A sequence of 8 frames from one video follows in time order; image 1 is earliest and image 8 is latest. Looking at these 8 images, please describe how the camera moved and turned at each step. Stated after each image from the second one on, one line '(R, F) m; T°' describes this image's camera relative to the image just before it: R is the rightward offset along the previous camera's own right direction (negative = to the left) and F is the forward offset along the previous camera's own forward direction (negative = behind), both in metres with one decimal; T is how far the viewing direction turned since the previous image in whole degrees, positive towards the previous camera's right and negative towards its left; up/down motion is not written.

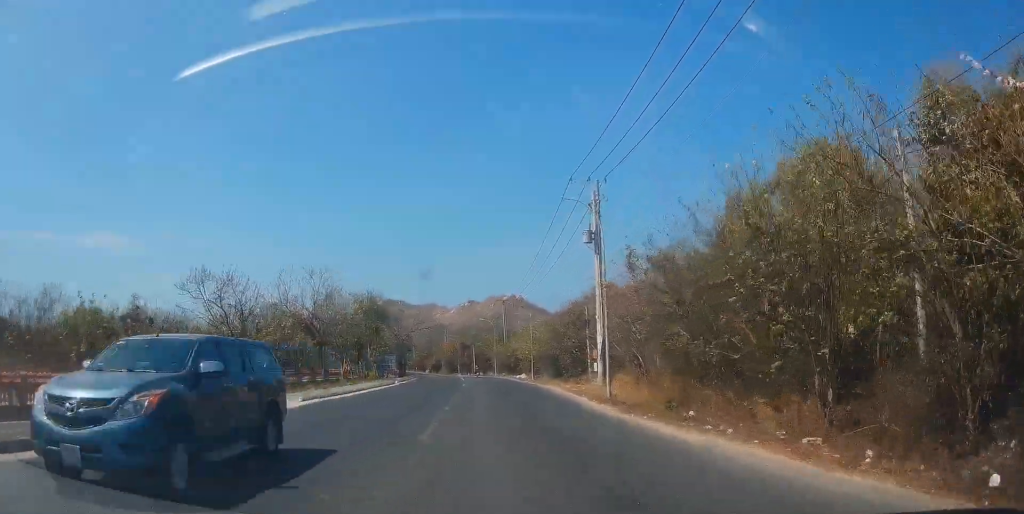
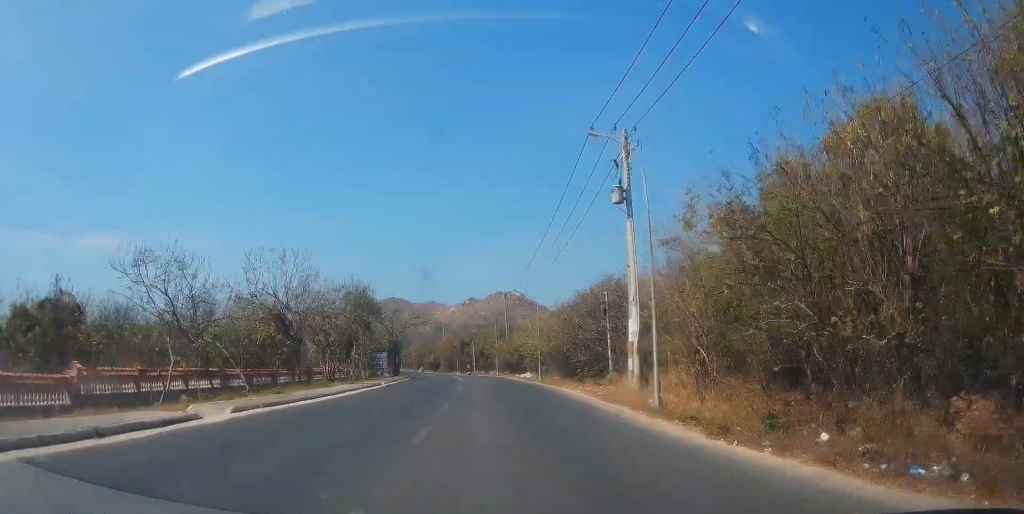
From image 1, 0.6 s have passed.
(-0.1, +8.1) m; -1°
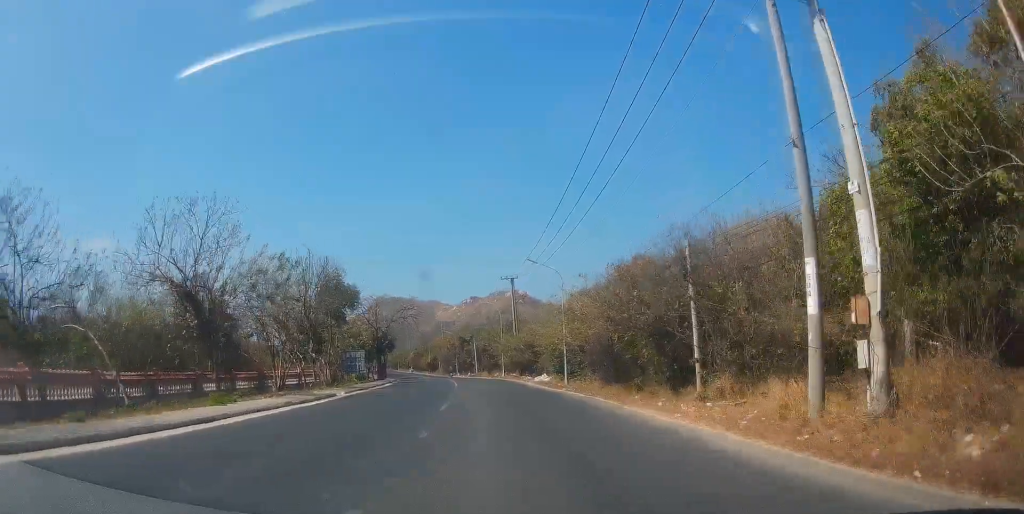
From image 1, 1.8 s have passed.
(-0.3, +15.9) m; -1°
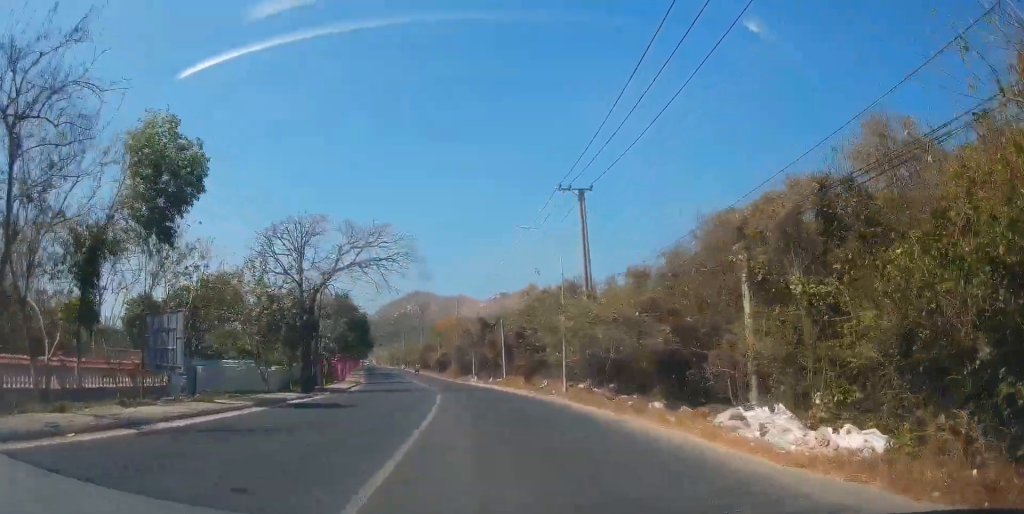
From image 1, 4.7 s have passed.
(-0.4, +39.4) m; -1°
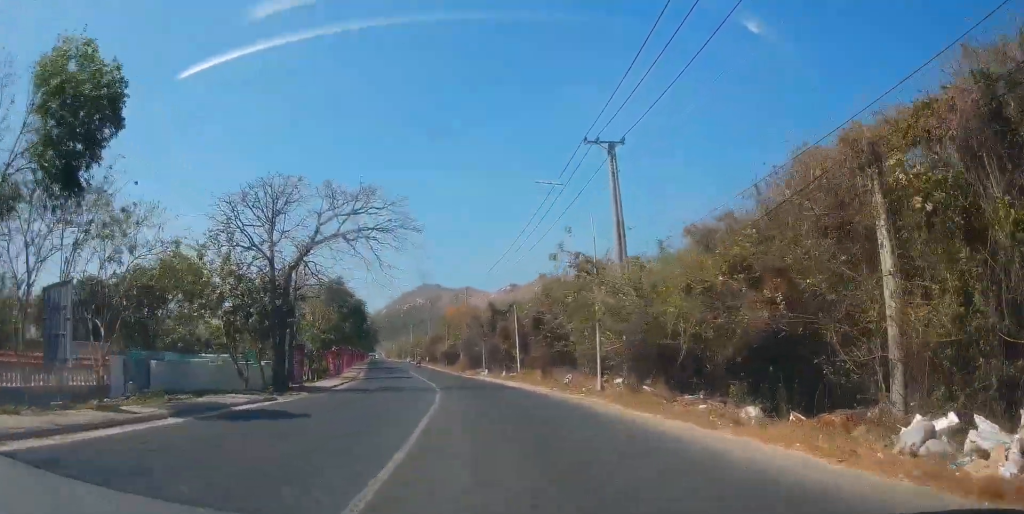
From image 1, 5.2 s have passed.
(-0.2, +7.1) m; +1°
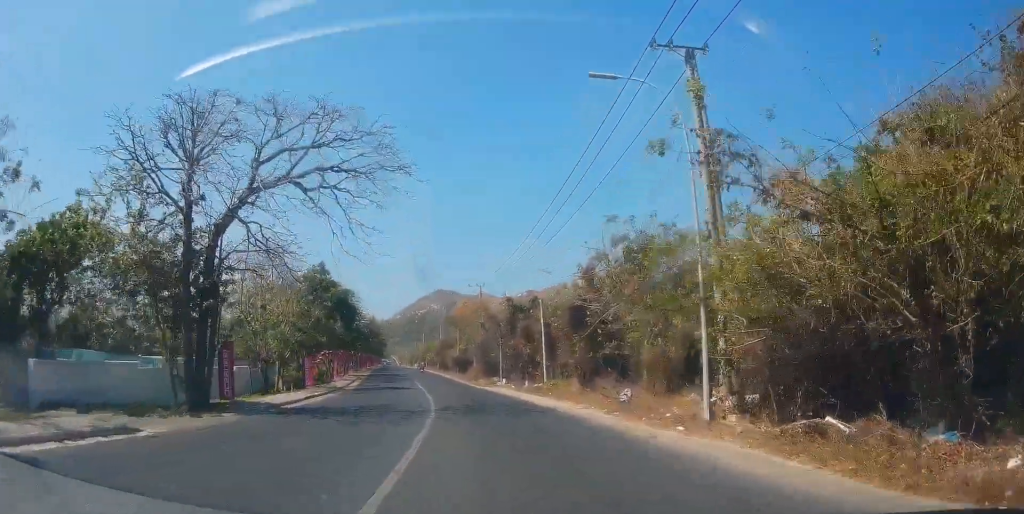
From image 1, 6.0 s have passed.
(+0.6, +11.8) m; -1°
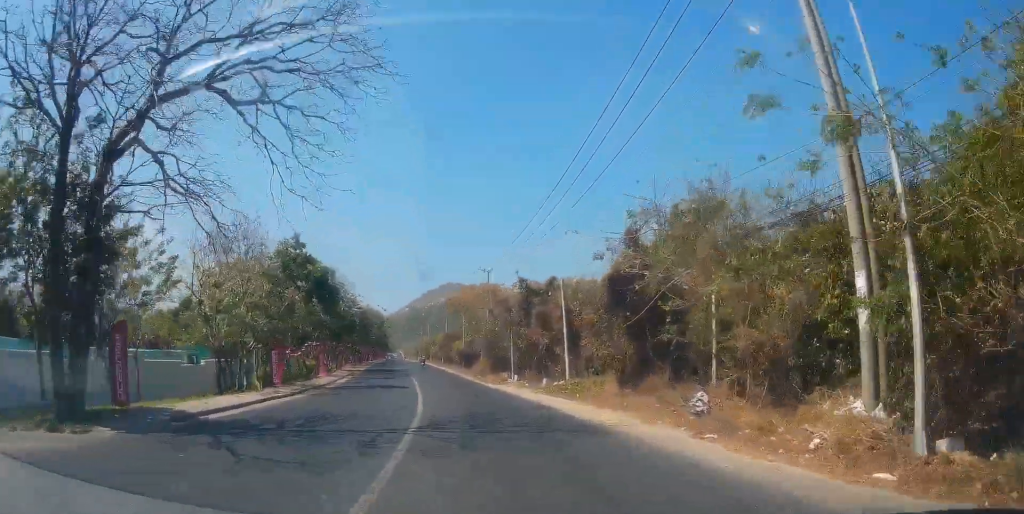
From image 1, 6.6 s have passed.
(-0.3, +8.2) m; -2°
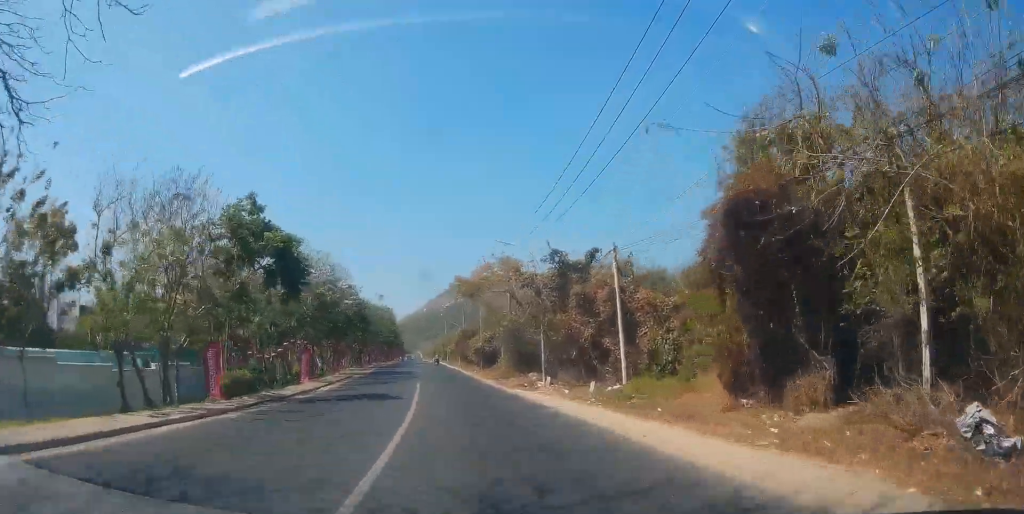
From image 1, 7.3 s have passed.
(-0.5, +10.5) m; -2°
